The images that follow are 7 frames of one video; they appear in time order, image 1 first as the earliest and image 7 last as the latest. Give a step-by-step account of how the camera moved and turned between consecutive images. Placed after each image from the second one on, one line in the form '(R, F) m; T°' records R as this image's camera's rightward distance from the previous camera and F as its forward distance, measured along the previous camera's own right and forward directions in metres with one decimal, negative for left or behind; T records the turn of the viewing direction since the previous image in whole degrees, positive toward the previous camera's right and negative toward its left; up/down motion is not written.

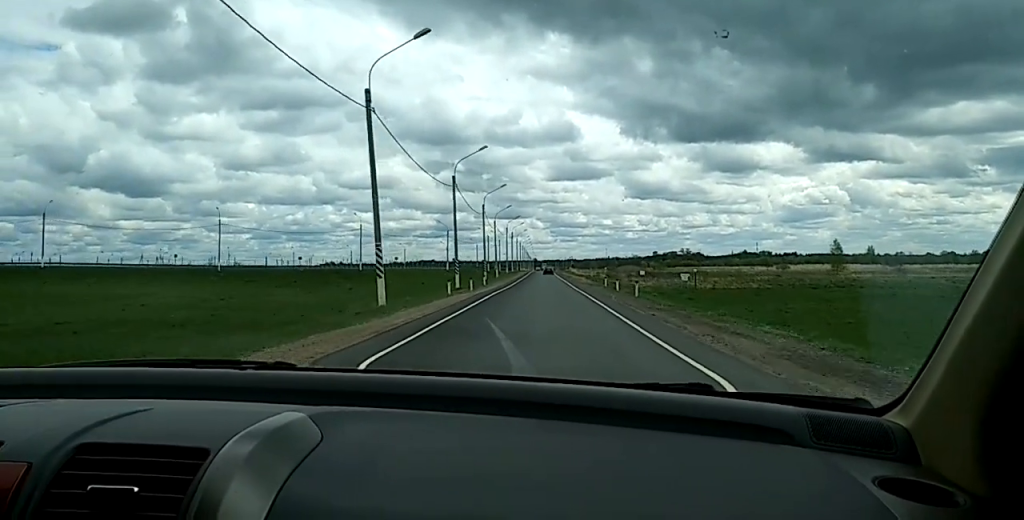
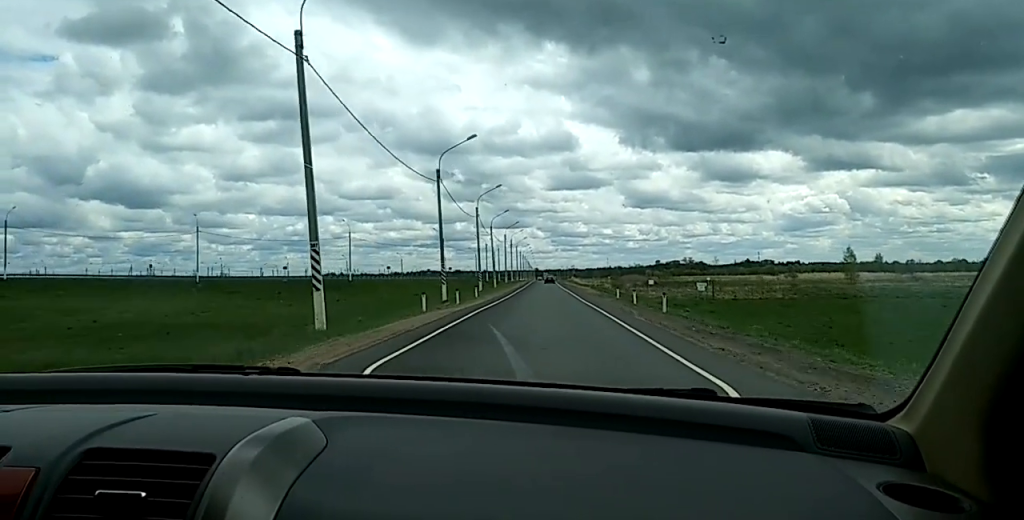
(-0.1, +8.5) m; 0°
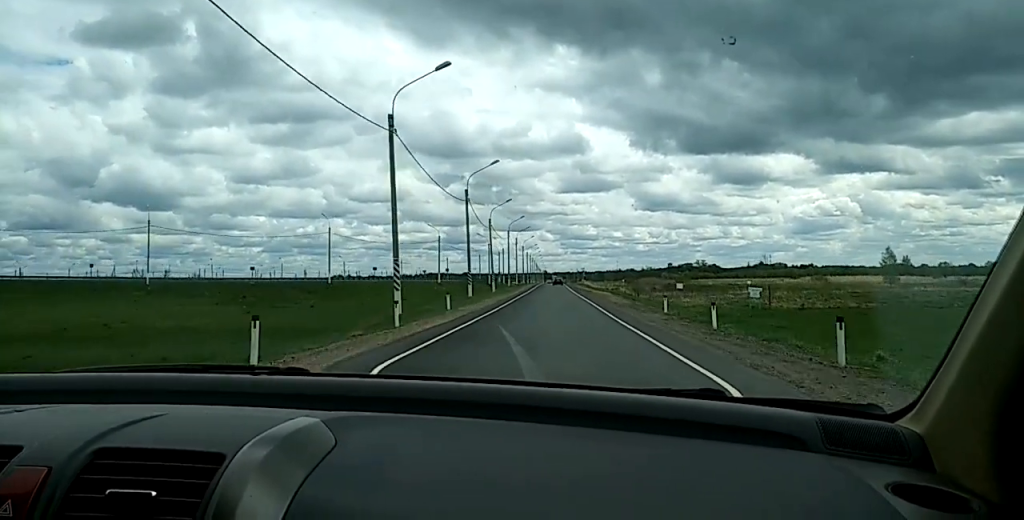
(-0.3, +18.0) m; +1°
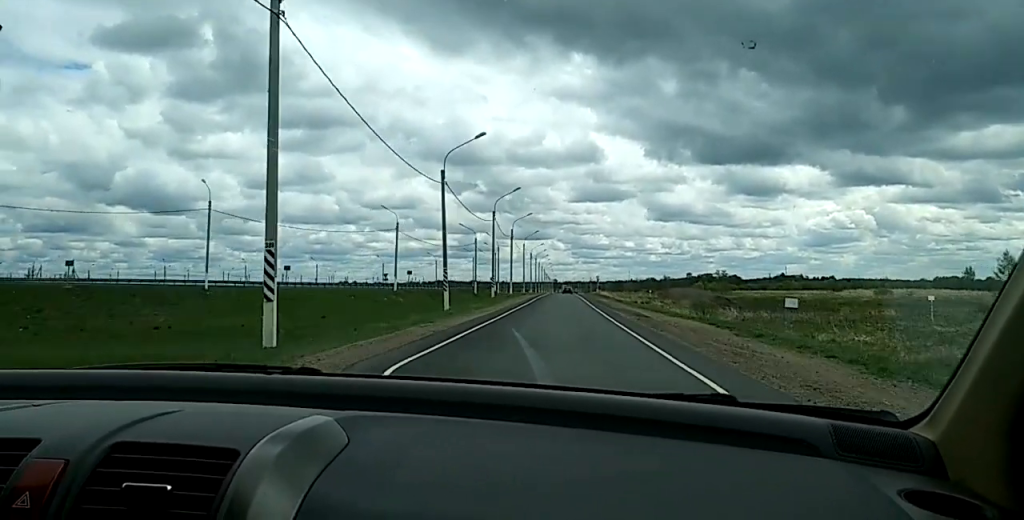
(+0.2, +45.2) m; 0°
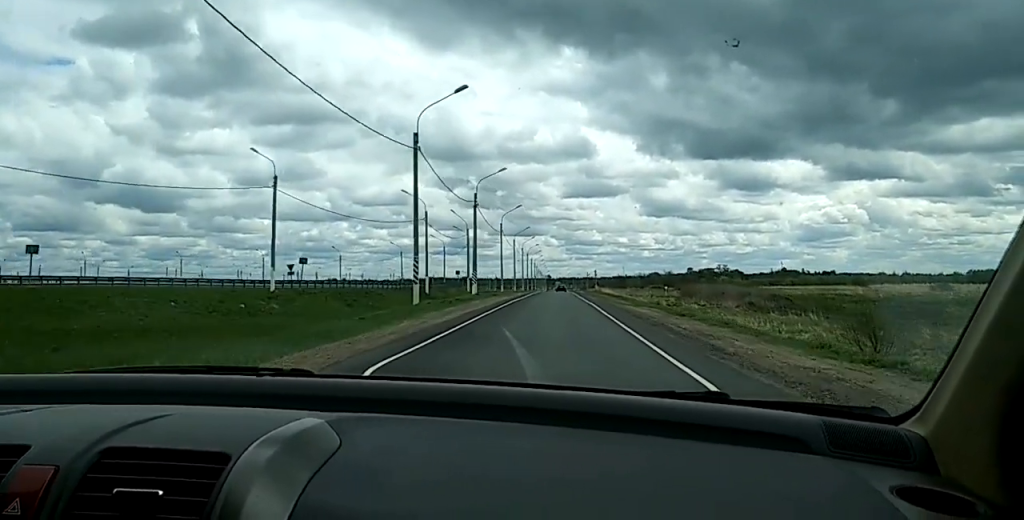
(+0.7, +40.2) m; +1°
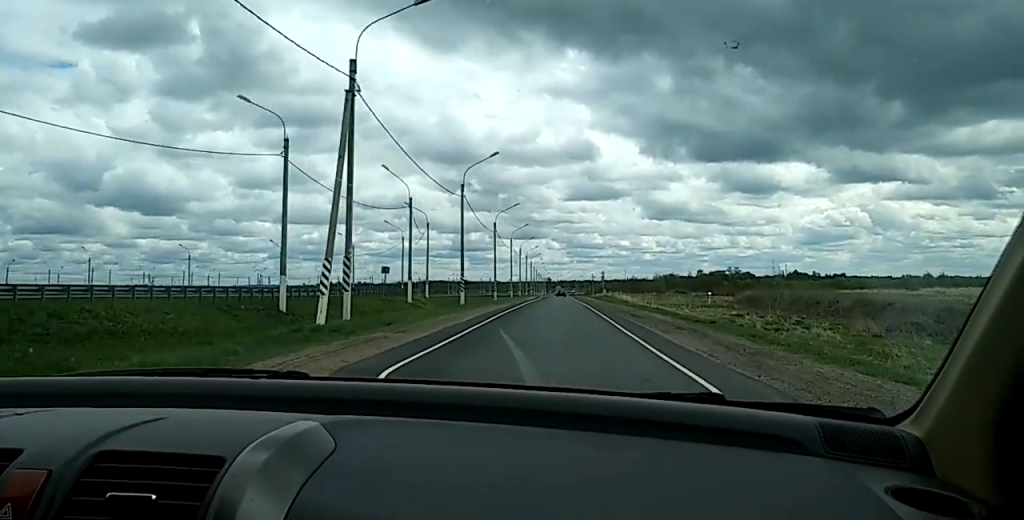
(-0.7, +42.2) m; -1°
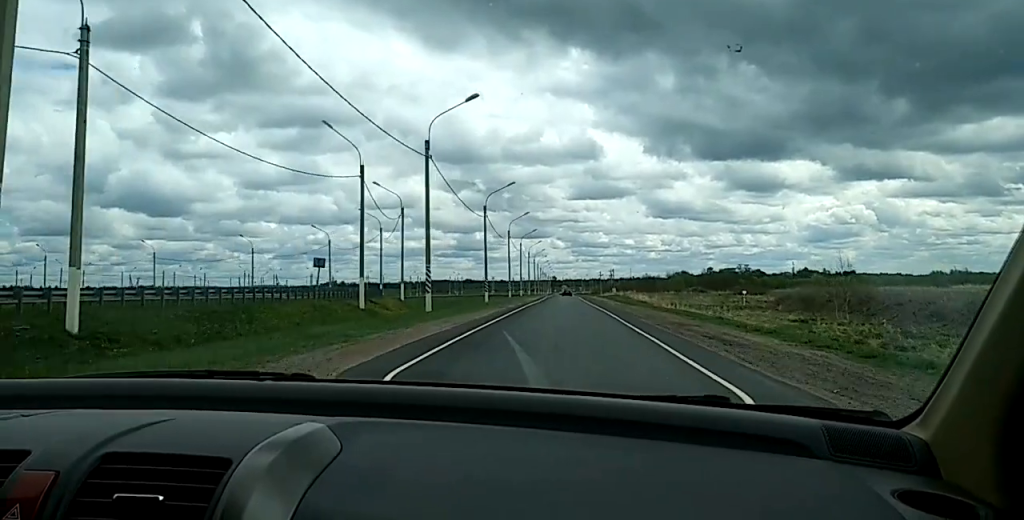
(+0.1, +17.4) m; +1°
